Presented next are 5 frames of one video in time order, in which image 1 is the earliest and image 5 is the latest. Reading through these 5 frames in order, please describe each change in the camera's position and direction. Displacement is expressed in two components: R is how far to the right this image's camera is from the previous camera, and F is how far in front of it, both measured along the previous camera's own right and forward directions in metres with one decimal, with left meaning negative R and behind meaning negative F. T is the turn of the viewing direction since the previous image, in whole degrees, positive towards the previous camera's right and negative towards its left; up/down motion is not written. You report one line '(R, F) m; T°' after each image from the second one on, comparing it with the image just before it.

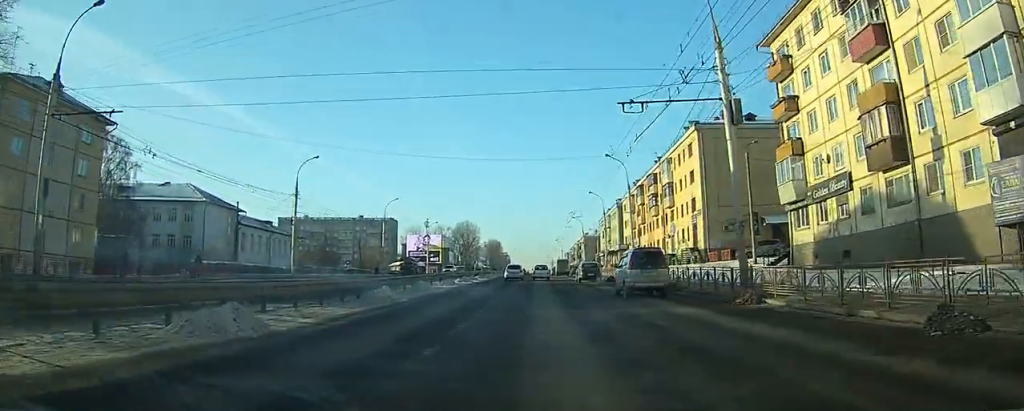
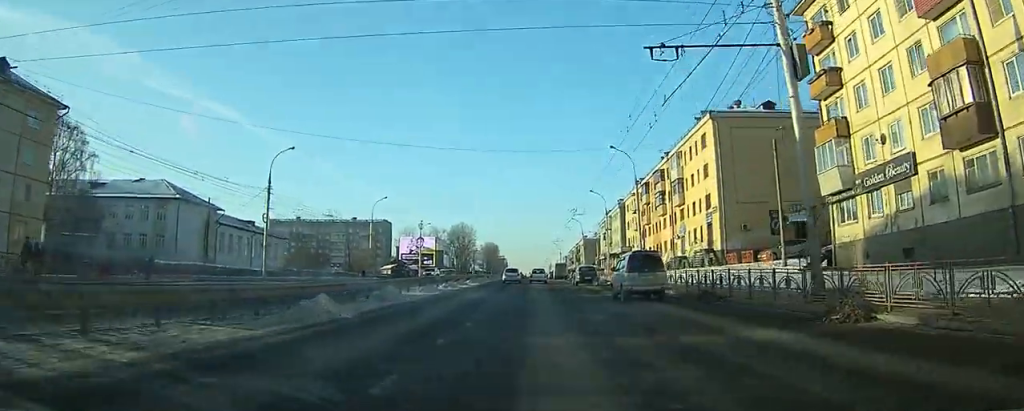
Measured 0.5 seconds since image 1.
(-0.6, +5.7) m; -3°
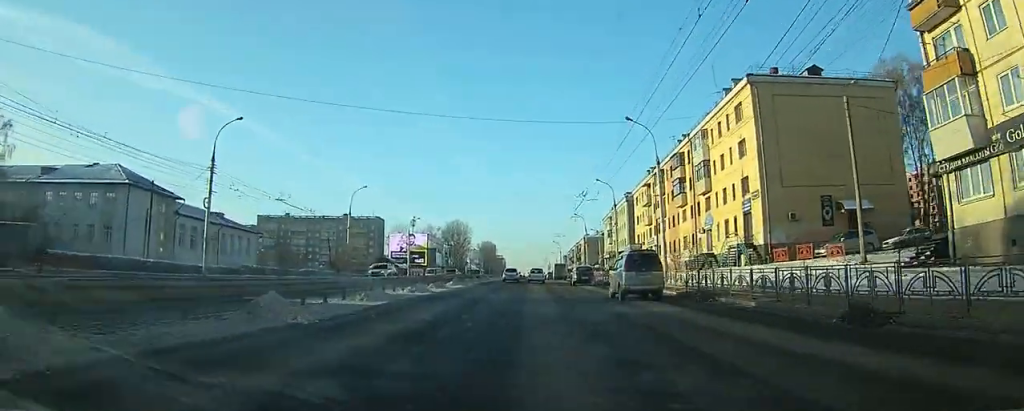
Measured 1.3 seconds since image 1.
(-0.7, +9.7) m; -4°
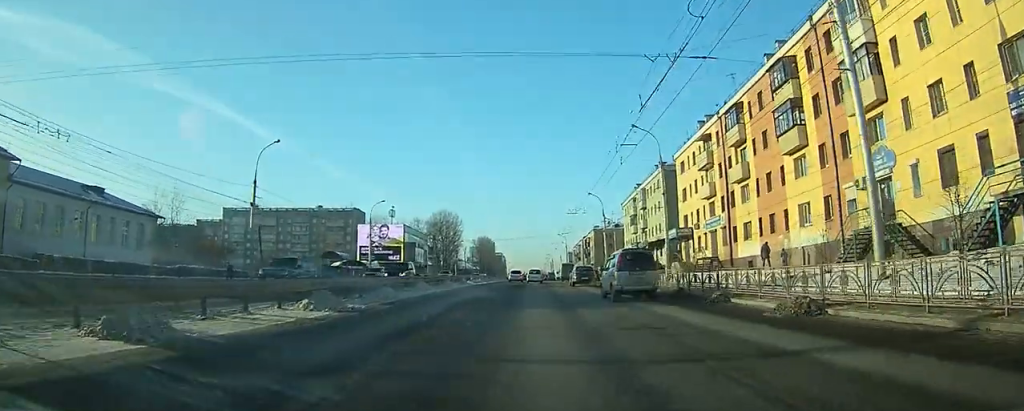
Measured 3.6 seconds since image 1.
(-0.2, +28.1) m; -1°
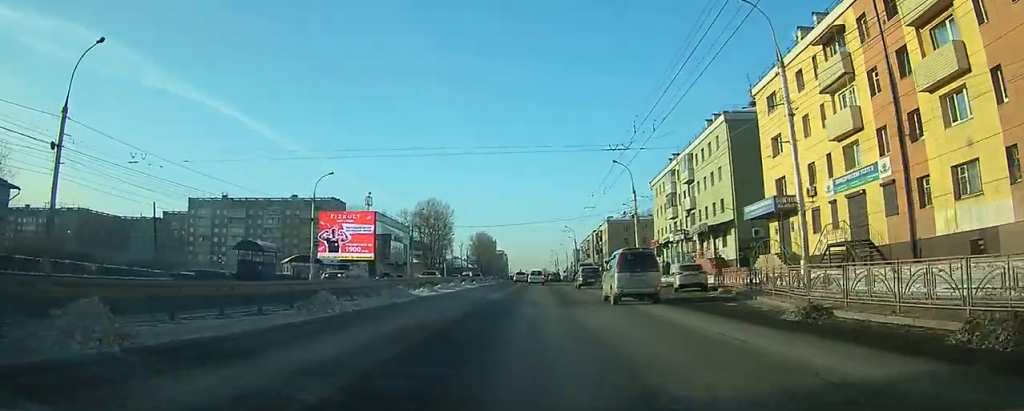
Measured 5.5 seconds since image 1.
(-0.1, +25.0) m; 0°
